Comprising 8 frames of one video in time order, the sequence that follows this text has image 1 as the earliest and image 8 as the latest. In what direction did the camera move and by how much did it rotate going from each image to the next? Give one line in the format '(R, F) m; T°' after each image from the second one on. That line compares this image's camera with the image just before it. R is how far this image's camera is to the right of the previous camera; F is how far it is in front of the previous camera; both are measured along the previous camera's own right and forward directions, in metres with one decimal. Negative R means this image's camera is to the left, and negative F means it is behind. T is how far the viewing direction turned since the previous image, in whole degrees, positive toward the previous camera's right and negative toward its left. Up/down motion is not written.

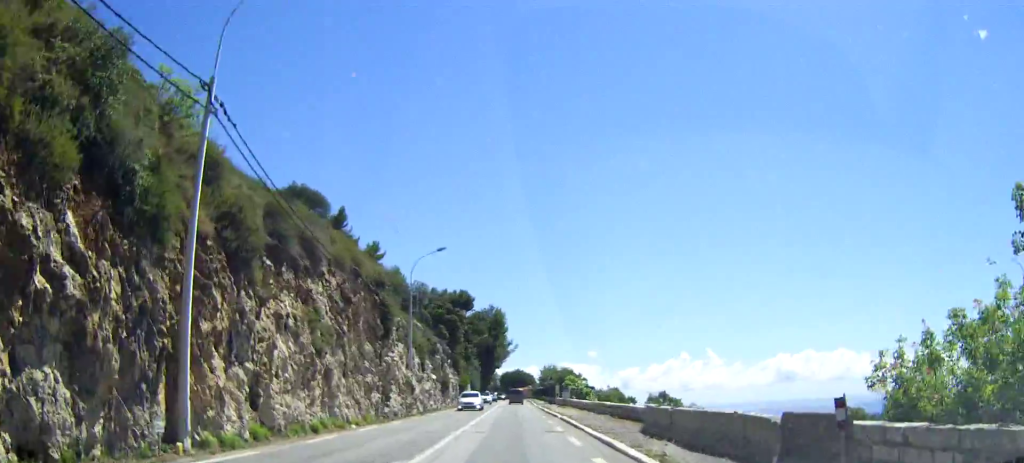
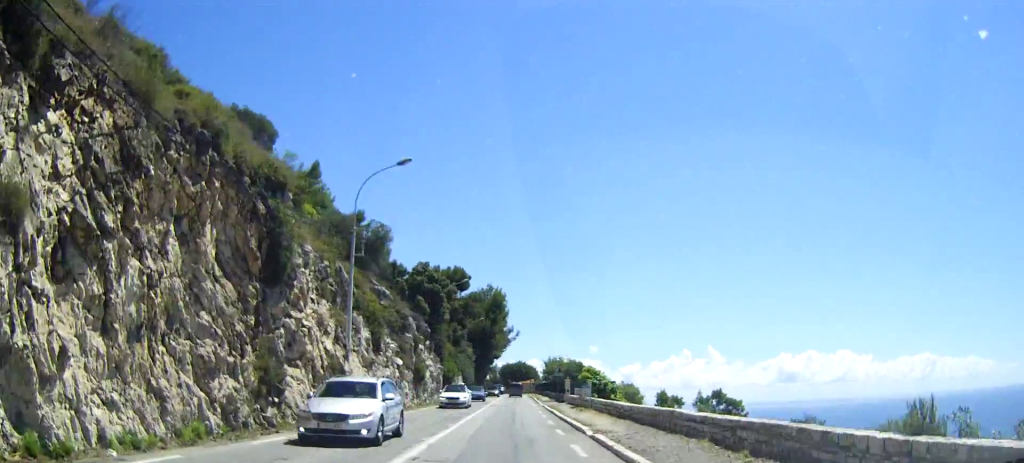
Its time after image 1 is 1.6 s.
(0.0, +16.2) m; +1°
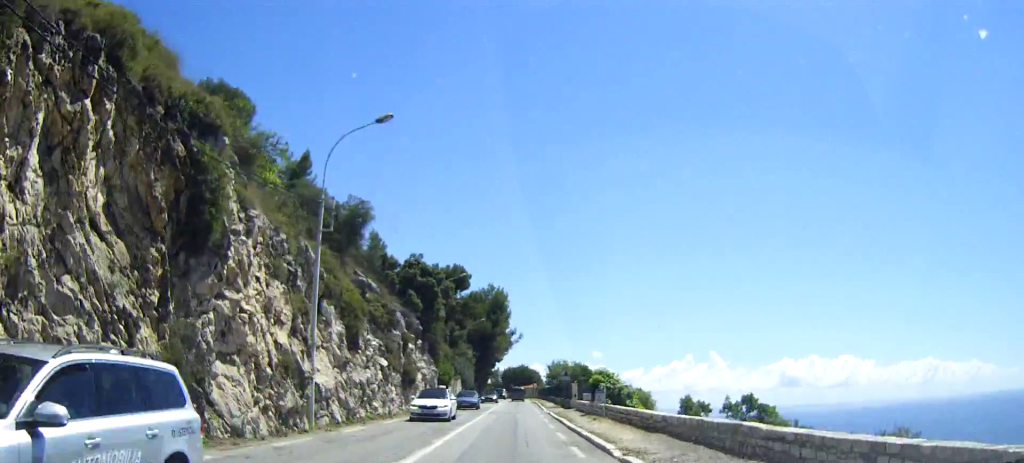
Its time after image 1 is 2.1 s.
(0.0, +5.4) m; 0°
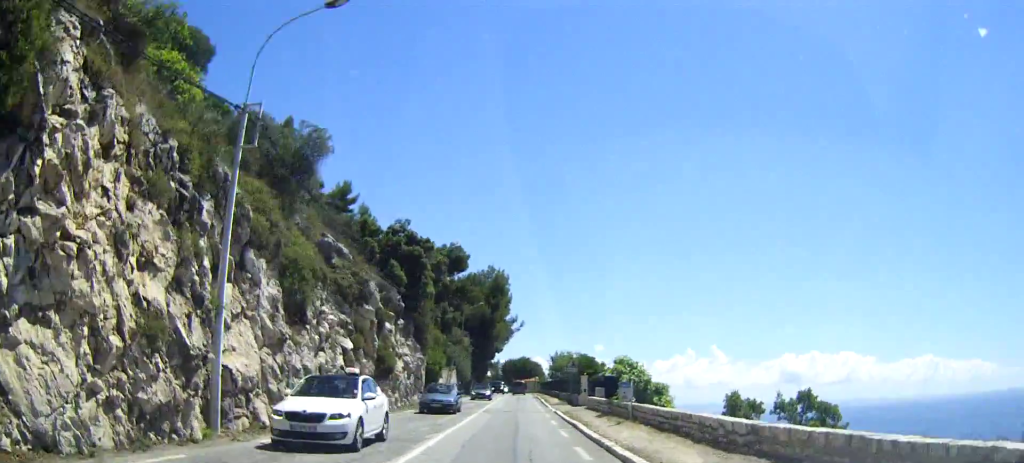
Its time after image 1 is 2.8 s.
(+0.1, +7.7) m; 0°
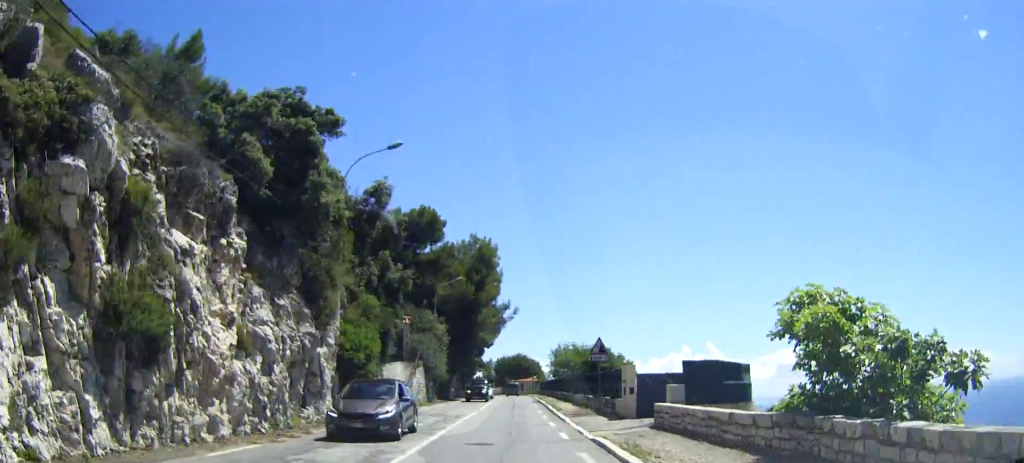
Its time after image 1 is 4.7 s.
(0.0, +22.2) m; 0°
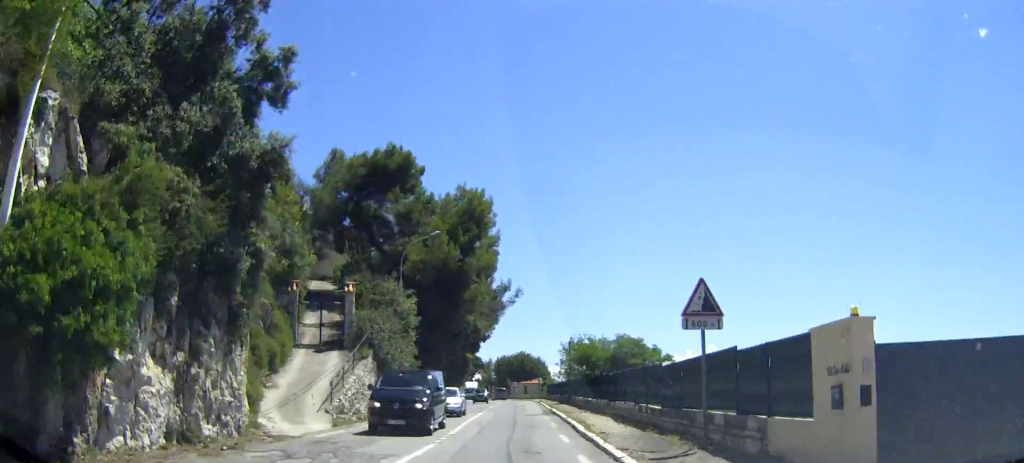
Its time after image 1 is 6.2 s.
(0.0, +19.2) m; 0°
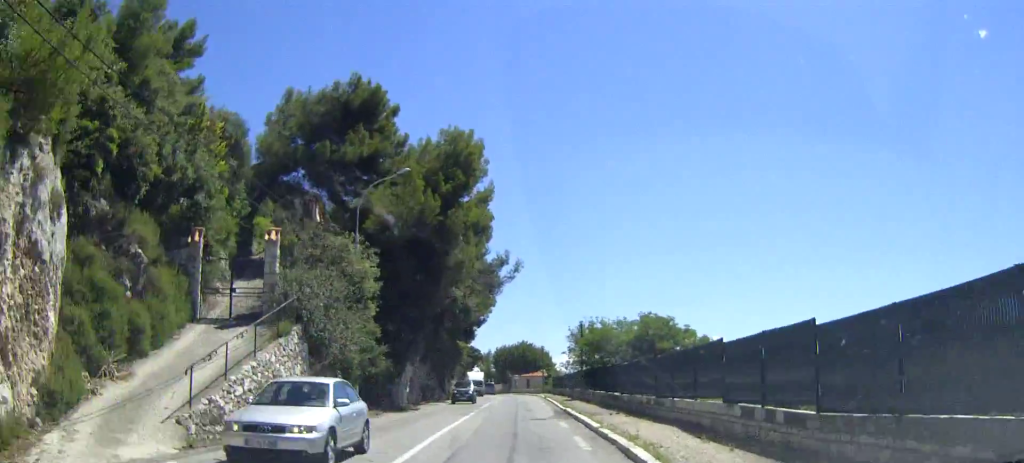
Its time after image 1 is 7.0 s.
(0.0, +11.7) m; 0°
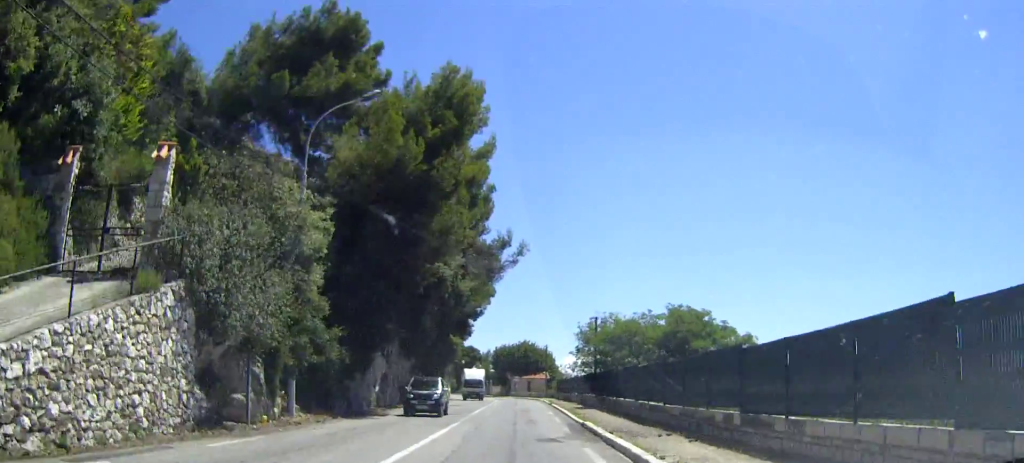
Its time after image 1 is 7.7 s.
(0.0, +8.8) m; 0°
